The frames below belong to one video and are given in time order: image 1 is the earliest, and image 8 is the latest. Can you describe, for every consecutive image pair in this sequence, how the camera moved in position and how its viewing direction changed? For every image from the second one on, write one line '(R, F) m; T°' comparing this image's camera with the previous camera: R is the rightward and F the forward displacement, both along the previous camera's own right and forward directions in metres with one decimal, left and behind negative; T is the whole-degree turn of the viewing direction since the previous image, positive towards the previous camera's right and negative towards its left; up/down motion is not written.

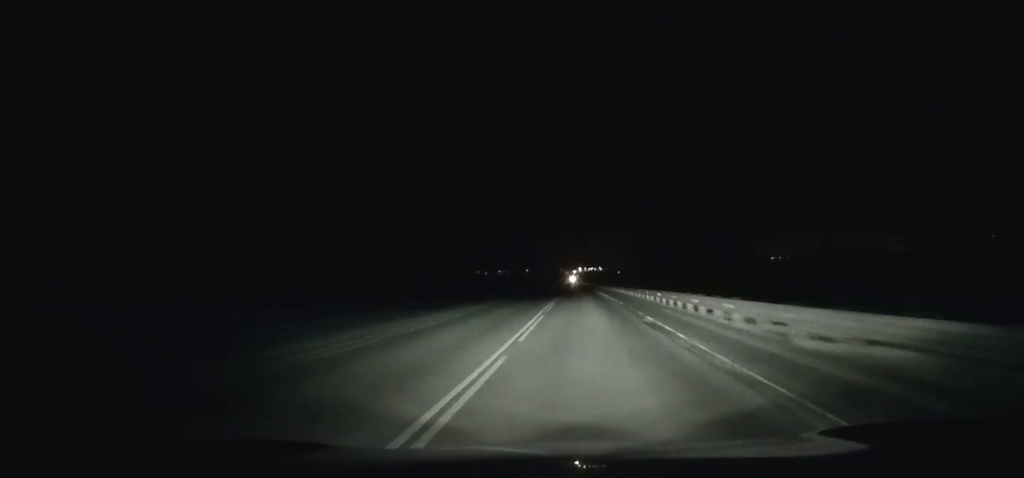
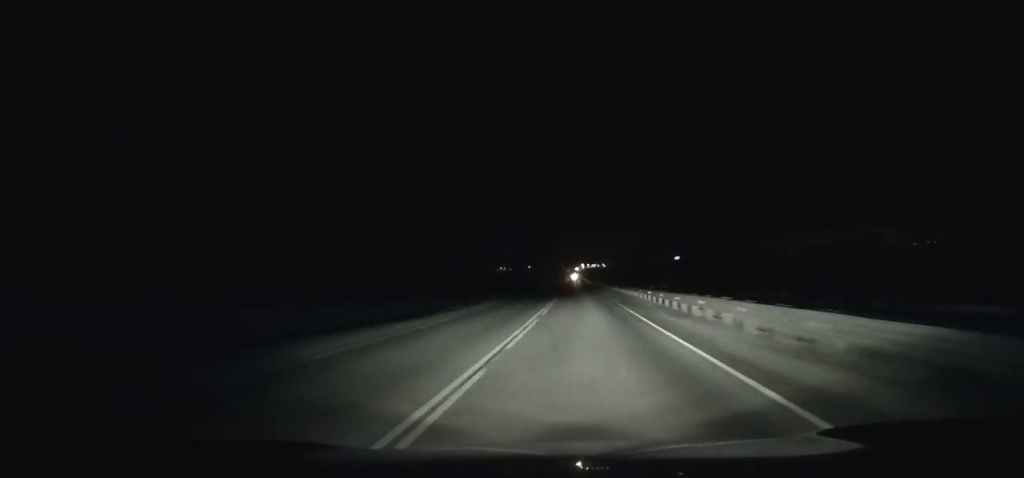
(-0.1, +61.1) m; 0°
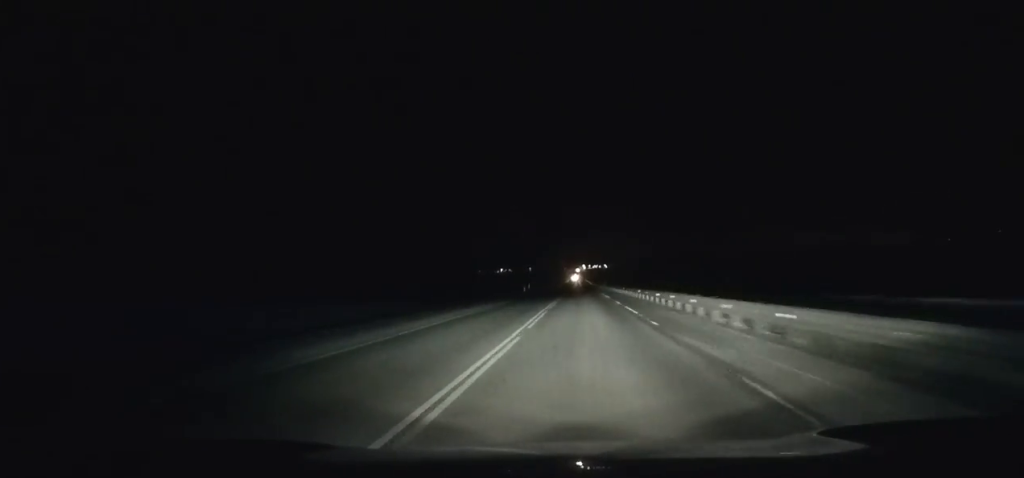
(-0.1, +42.6) m; 0°
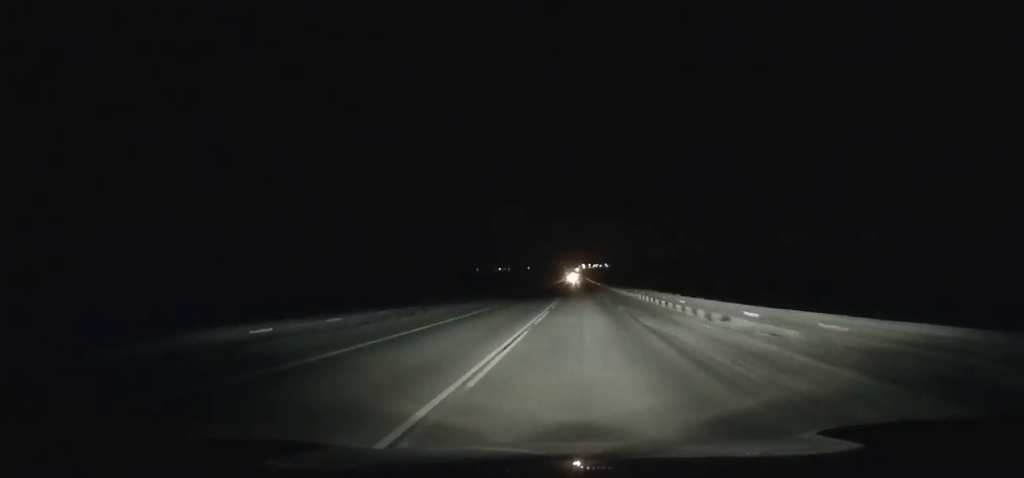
(-0.3, +81.1) m; 0°
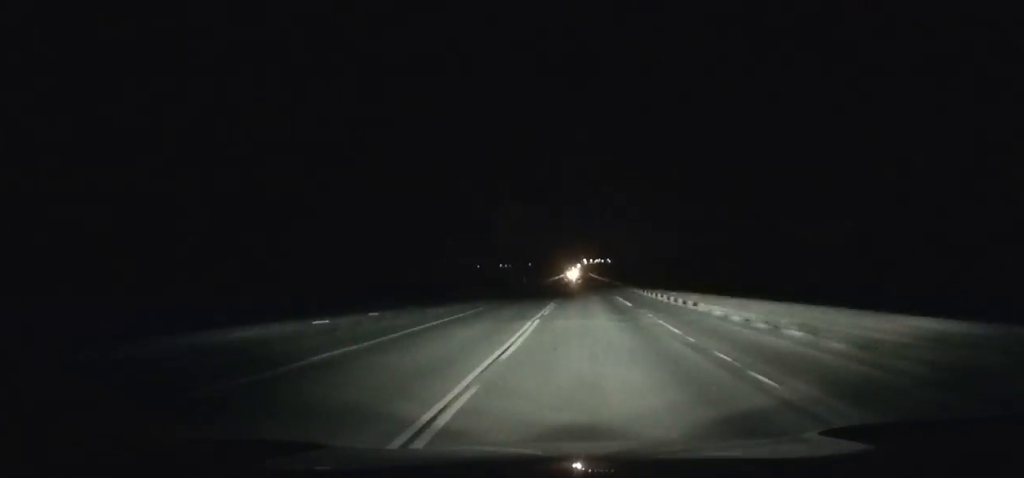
(0.0, +44.6) m; 0°
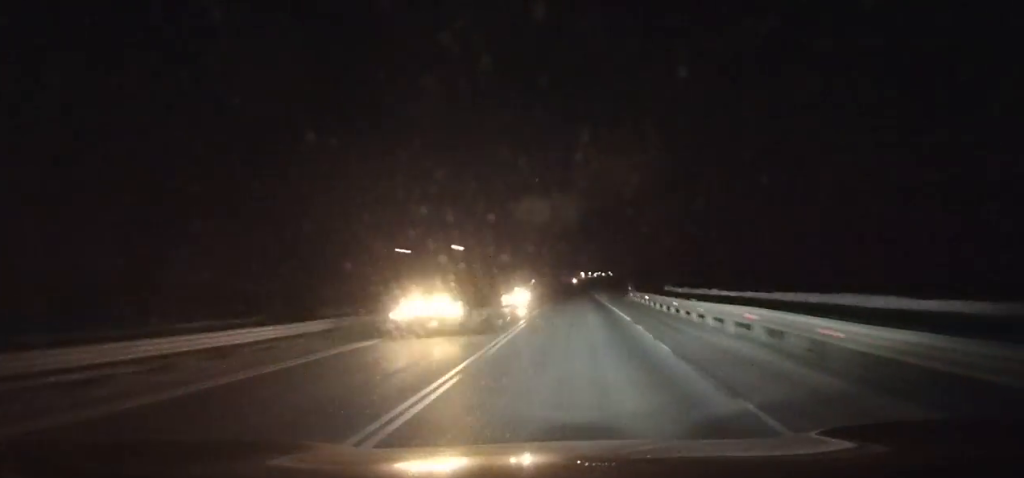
(+0.2, +212.4) m; 0°
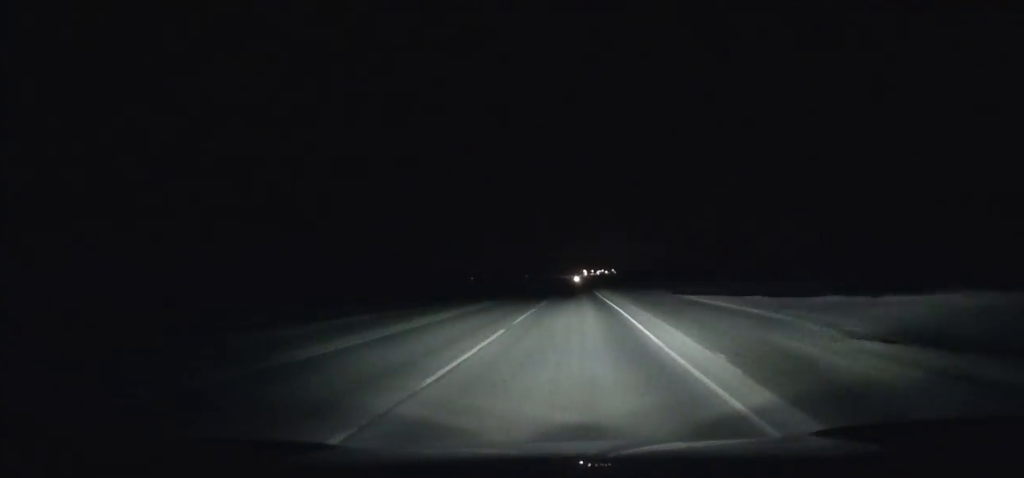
(+0.1, +40.4) m; 0°
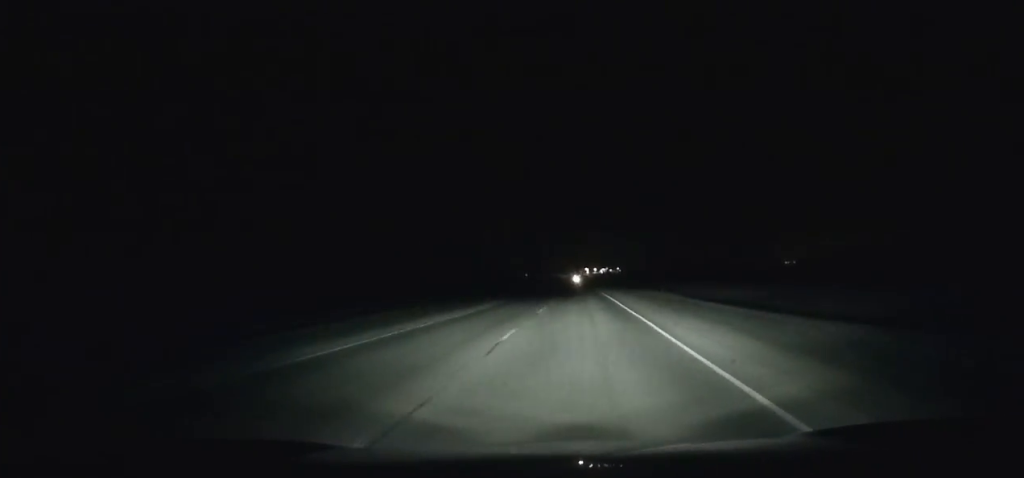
(-0.4, +122.3) m; 0°
